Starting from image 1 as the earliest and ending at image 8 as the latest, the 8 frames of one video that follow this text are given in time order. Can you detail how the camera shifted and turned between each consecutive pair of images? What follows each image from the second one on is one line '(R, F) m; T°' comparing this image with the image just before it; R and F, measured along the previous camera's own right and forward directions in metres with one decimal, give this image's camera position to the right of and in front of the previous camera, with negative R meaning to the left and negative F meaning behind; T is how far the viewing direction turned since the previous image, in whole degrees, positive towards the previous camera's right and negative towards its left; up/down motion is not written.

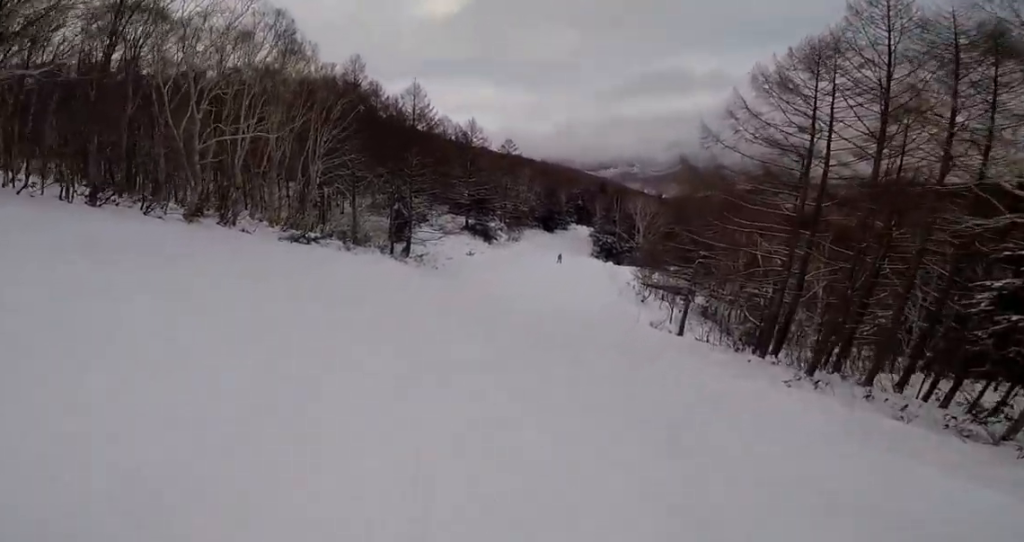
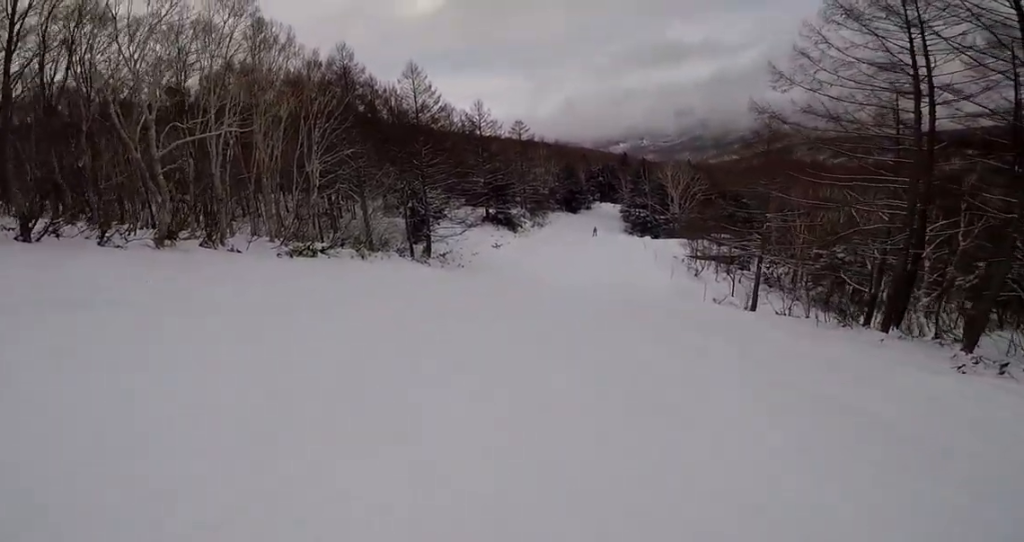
(+0.6, +5.2) m; +6°
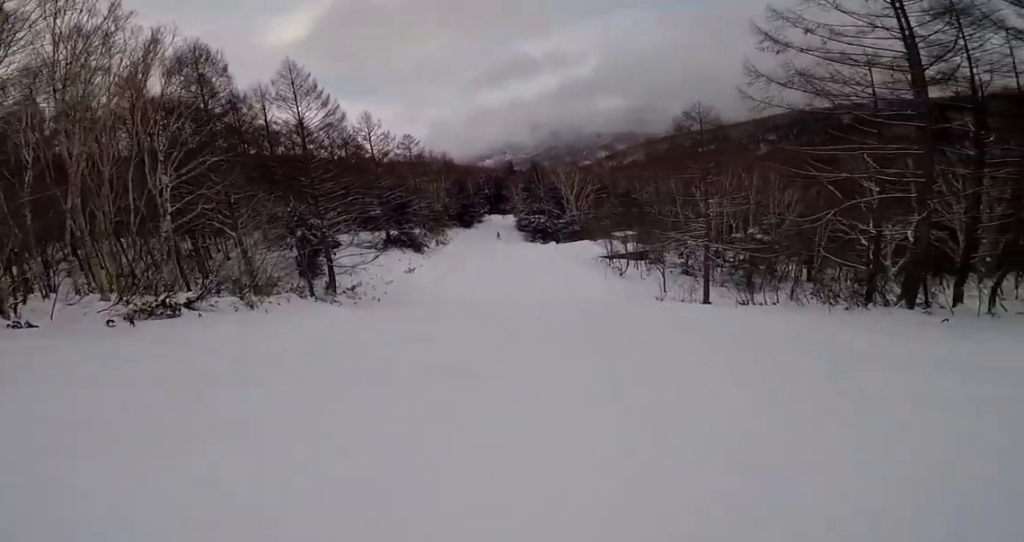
(+0.8, +10.1) m; +12°
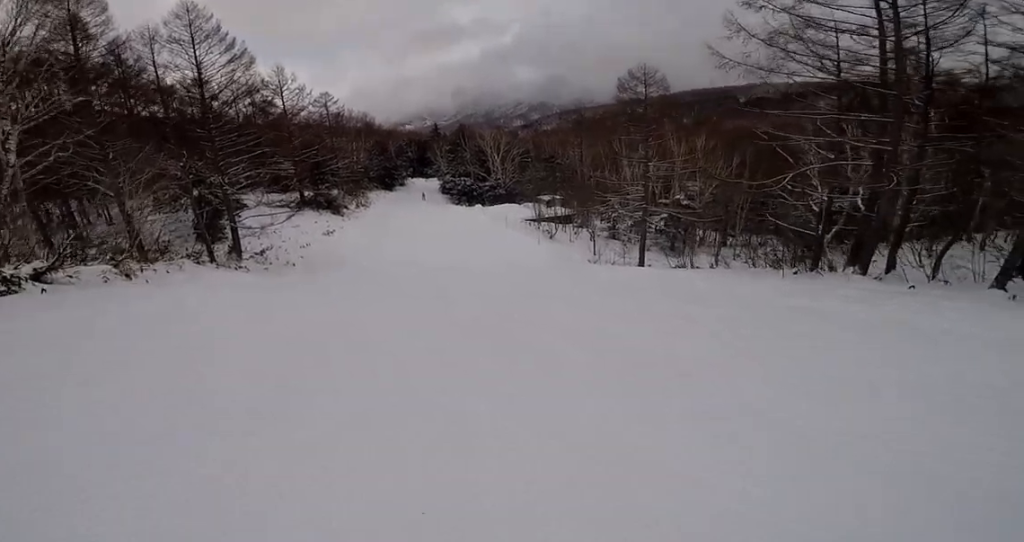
(+0.1, +4.1) m; +7°
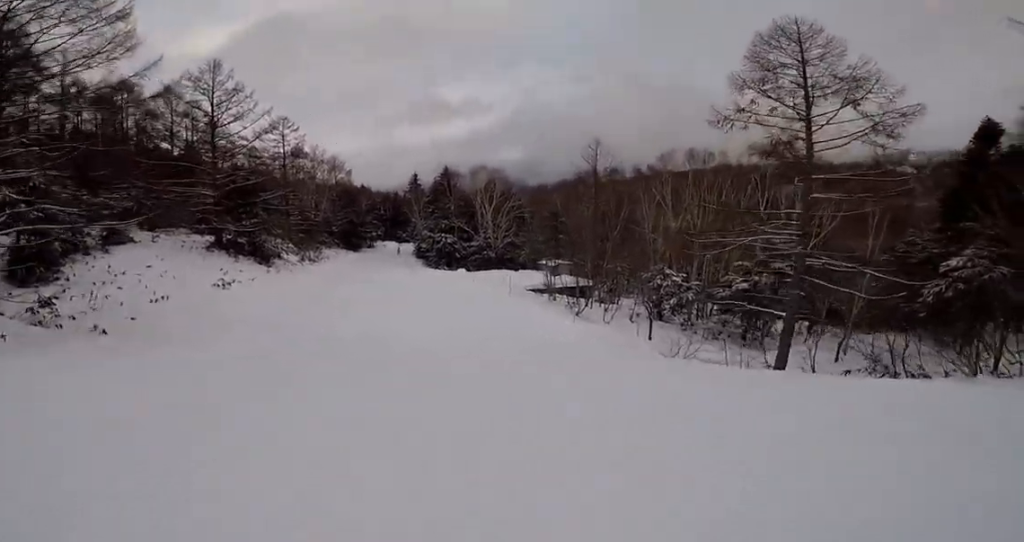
(+0.7, +18.6) m; -3°
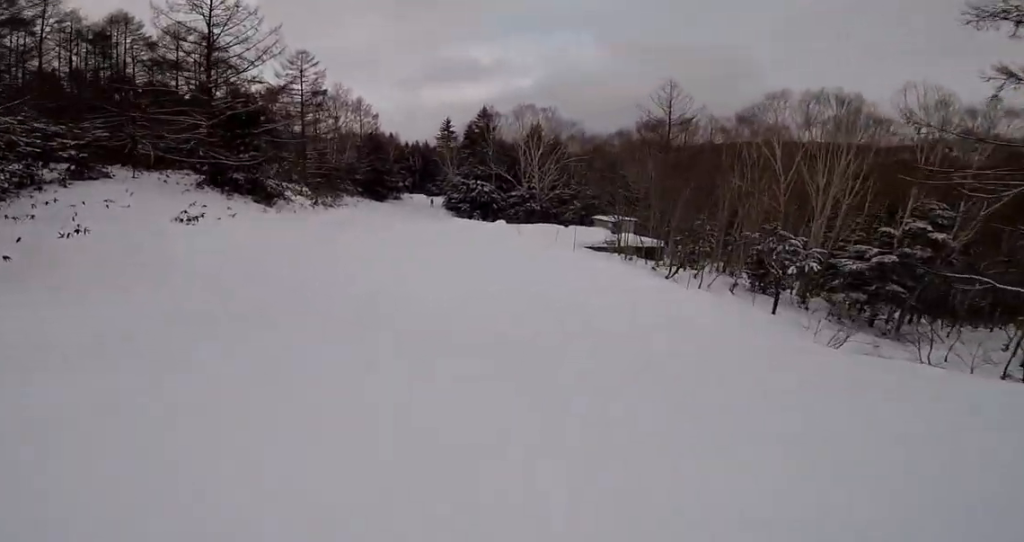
(0.0, +7.2) m; 0°
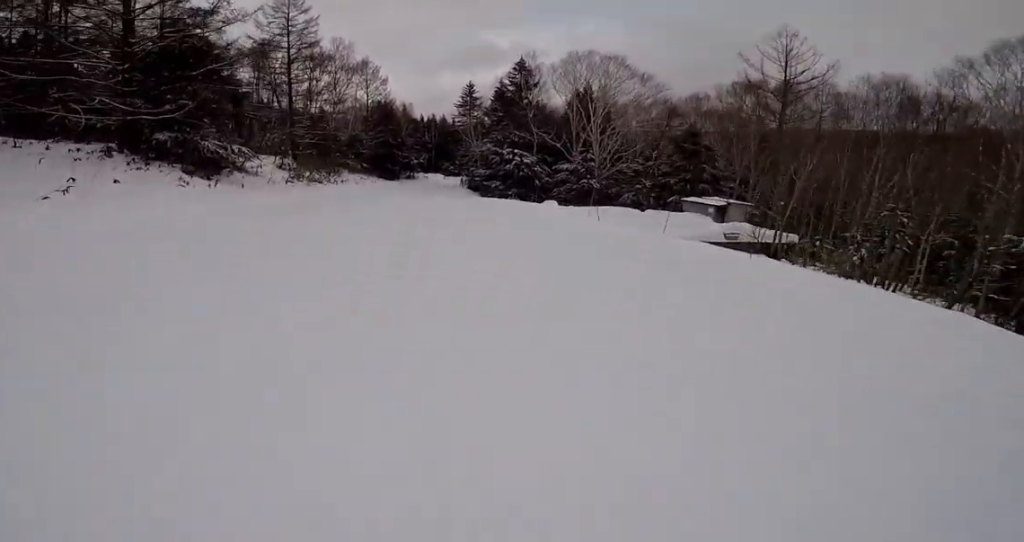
(0.0, +11.1) m; +7°
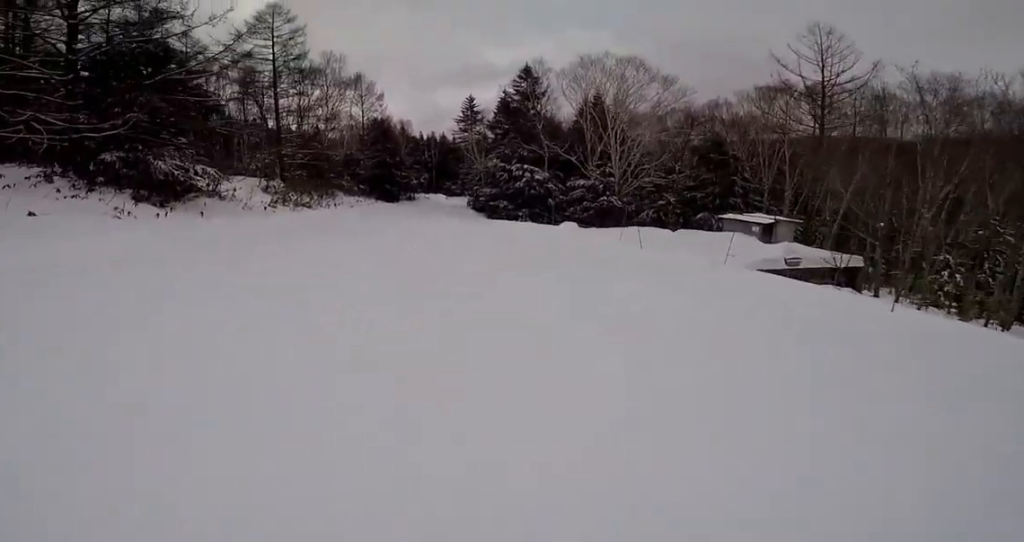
(+0.2, +3.9) m; +1°
